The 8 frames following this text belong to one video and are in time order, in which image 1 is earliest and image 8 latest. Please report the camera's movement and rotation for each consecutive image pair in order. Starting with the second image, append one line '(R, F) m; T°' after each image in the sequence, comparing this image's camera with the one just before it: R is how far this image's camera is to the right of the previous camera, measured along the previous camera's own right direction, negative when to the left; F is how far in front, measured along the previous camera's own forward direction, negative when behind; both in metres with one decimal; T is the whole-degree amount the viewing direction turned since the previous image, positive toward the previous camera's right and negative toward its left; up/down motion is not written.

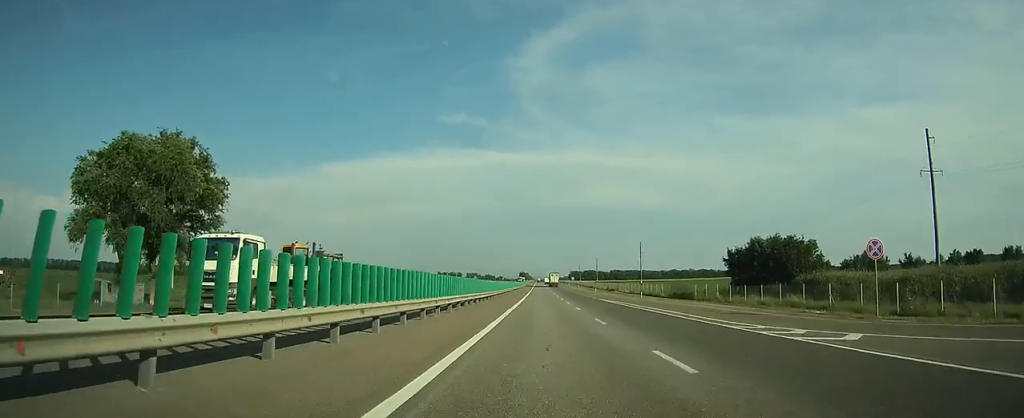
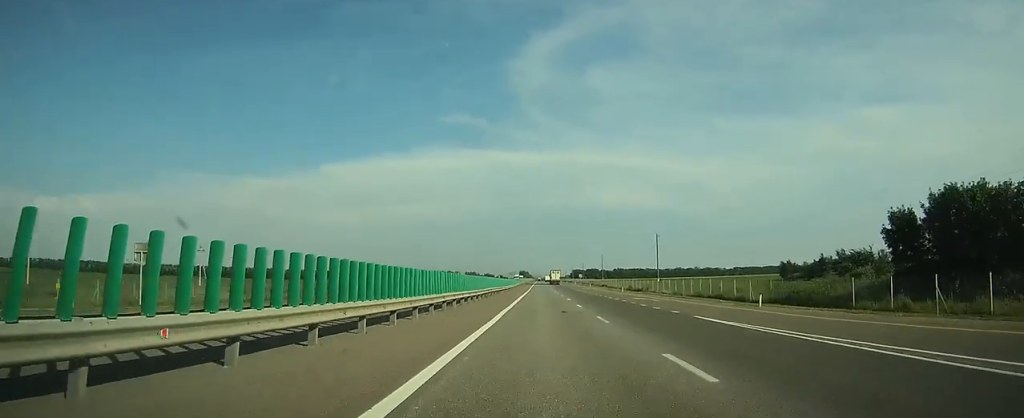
(+0.1, +36.2) m; +1°
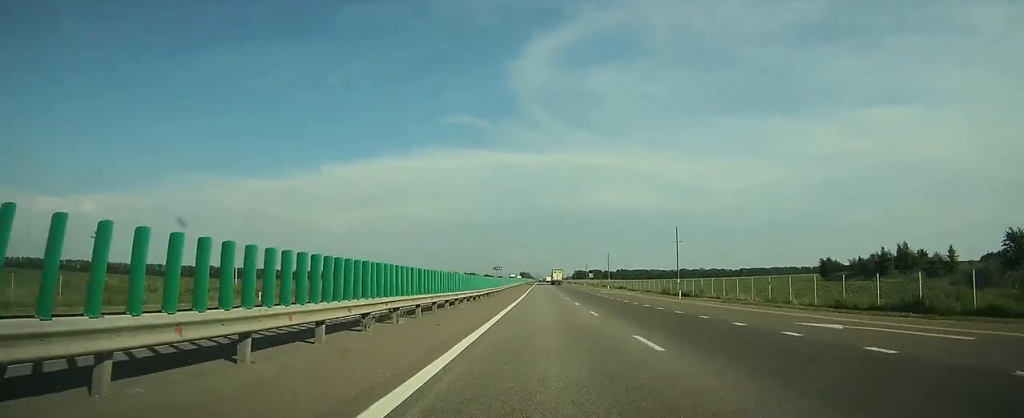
(+0.4, +32.2) m; 0°
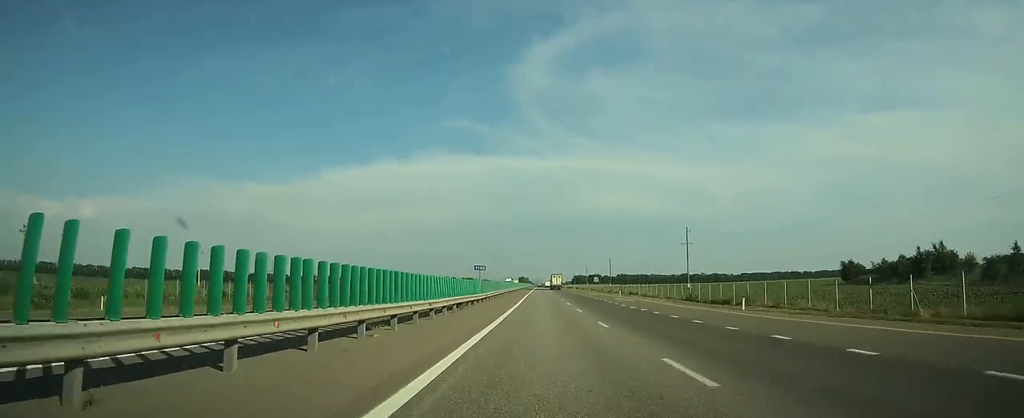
(0.0, +15.3) m; 0°
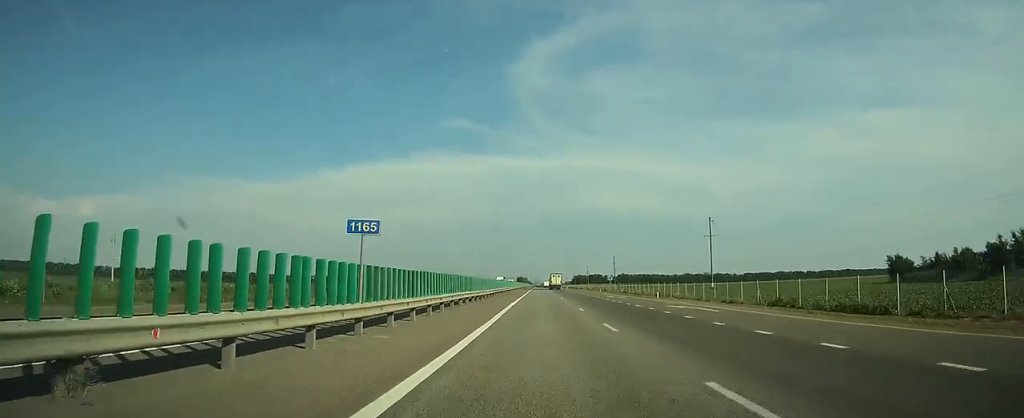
(-0.3, +27.0) m; -1°
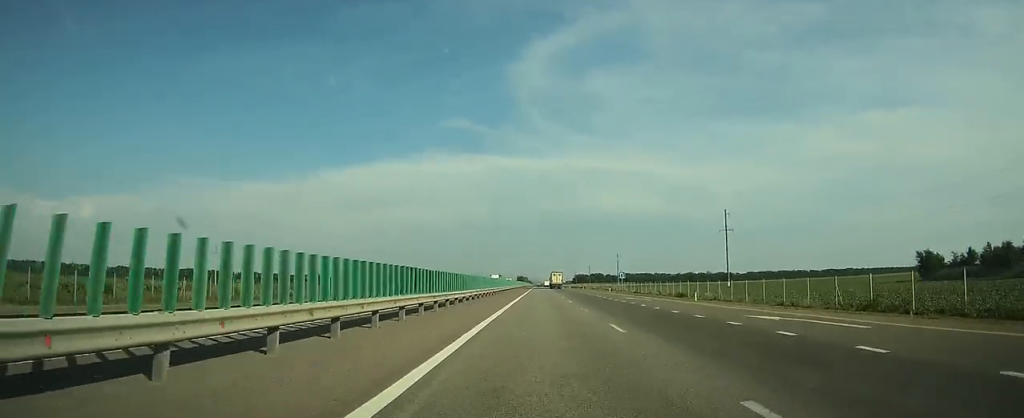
(-0.1, +13.5) m; 0°
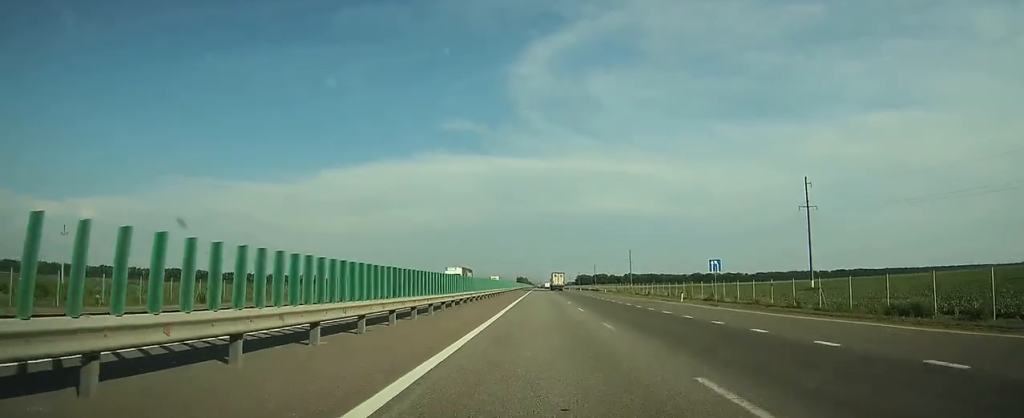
(-0.3, +46.2) m; 0°
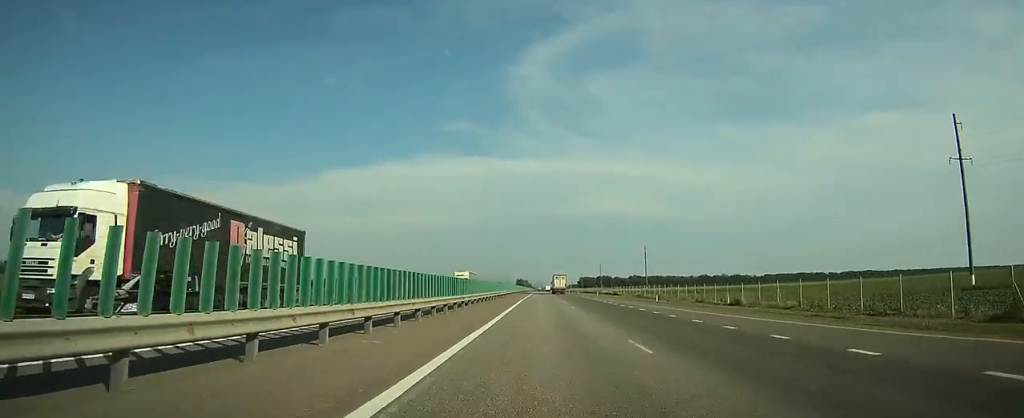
(+0.1, +41.2) m; 0°
